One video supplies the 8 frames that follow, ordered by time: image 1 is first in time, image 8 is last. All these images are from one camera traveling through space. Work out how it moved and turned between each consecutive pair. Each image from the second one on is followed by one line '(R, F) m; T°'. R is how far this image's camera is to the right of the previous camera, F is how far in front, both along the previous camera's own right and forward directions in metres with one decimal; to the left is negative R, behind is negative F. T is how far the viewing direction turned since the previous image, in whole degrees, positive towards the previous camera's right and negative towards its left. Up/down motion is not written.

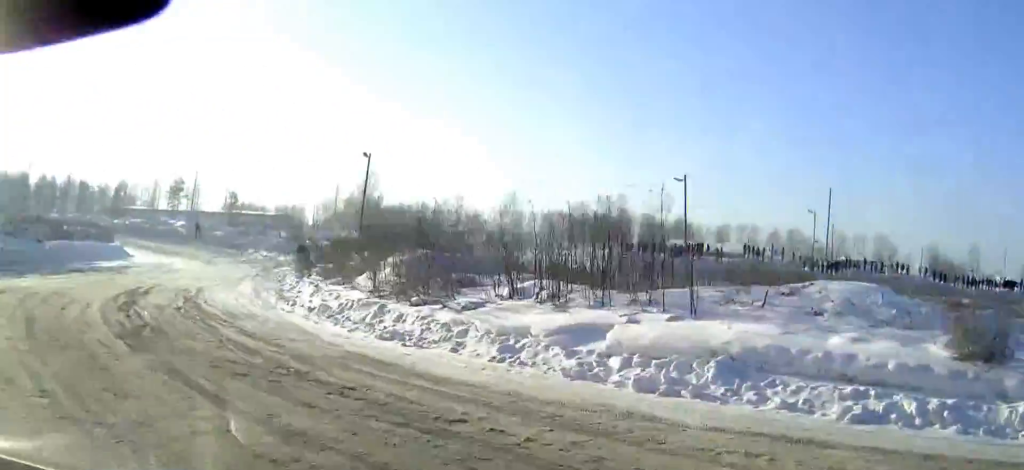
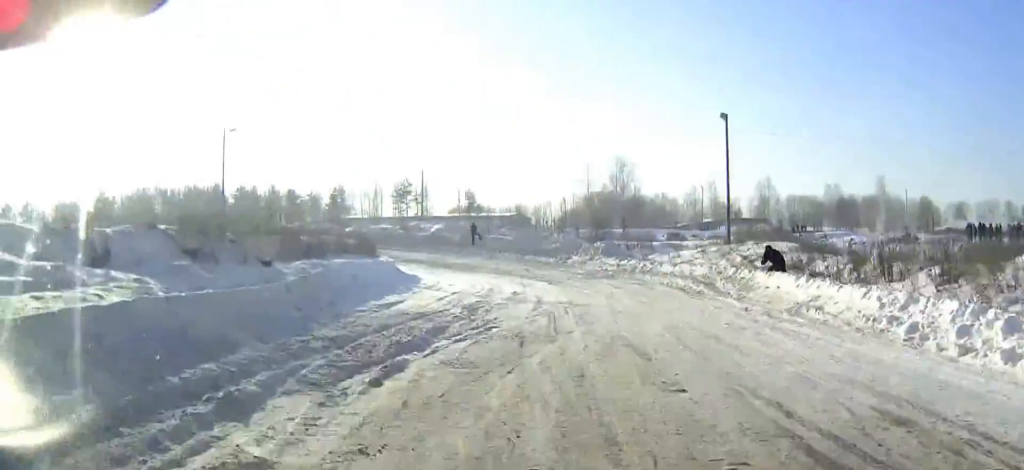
(+4.9, +17.9) m; +22°
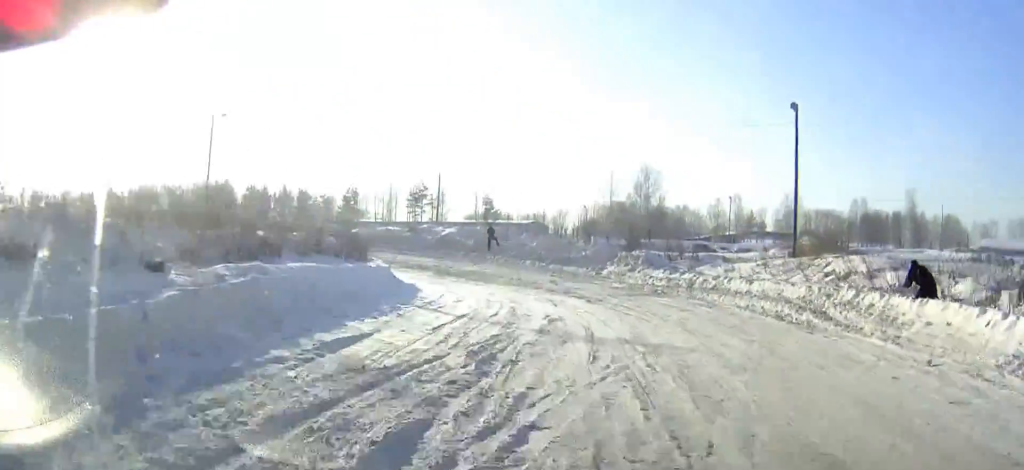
(+0.3, +7.0) m; -1°
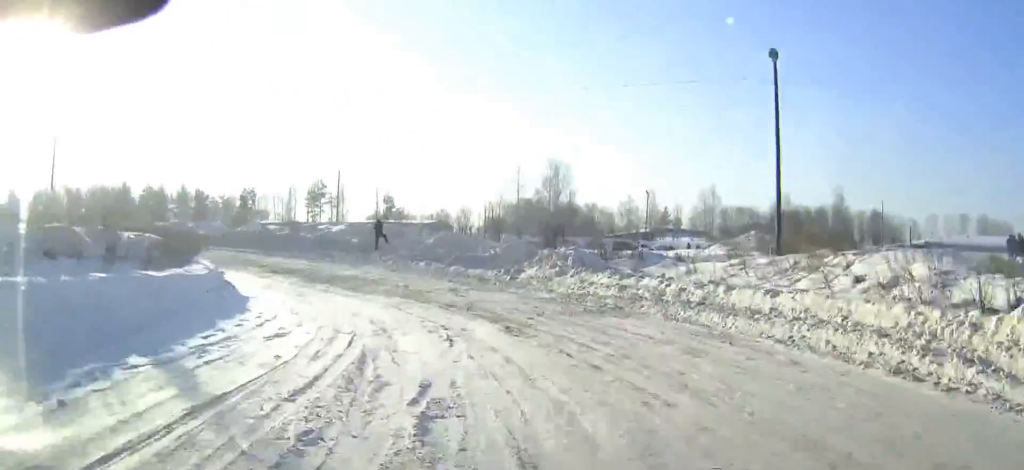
(+0.6, +8.6) m; -5°
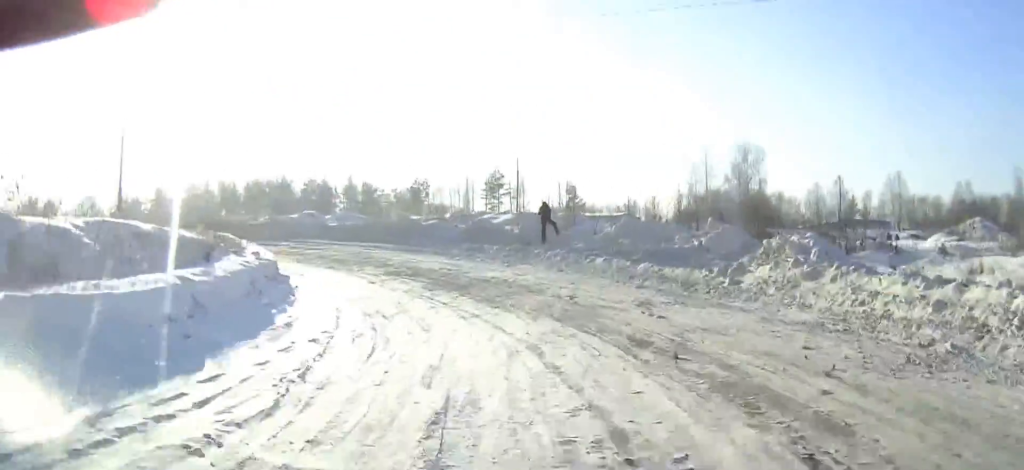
(-1.4, +9.0) m; -8°
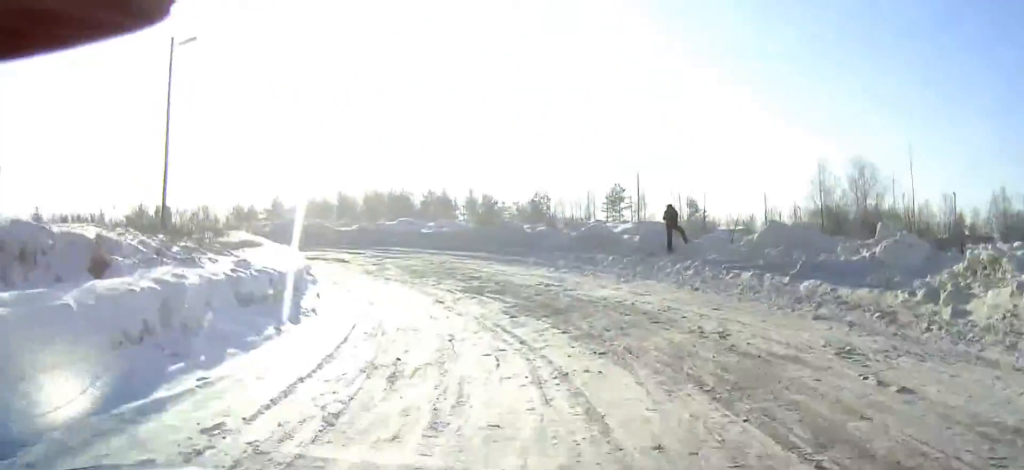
(-0.4, +6.9) m; -4°
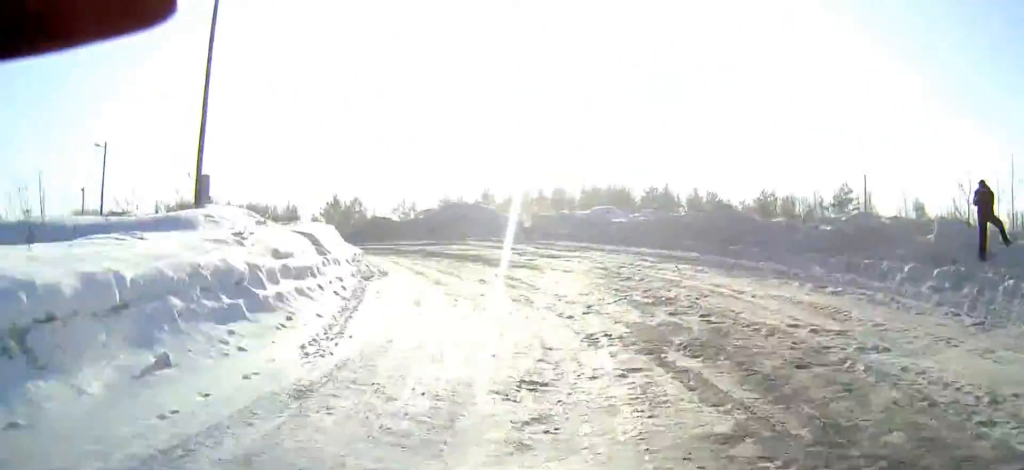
(-0.3, +10.8) m; -2°
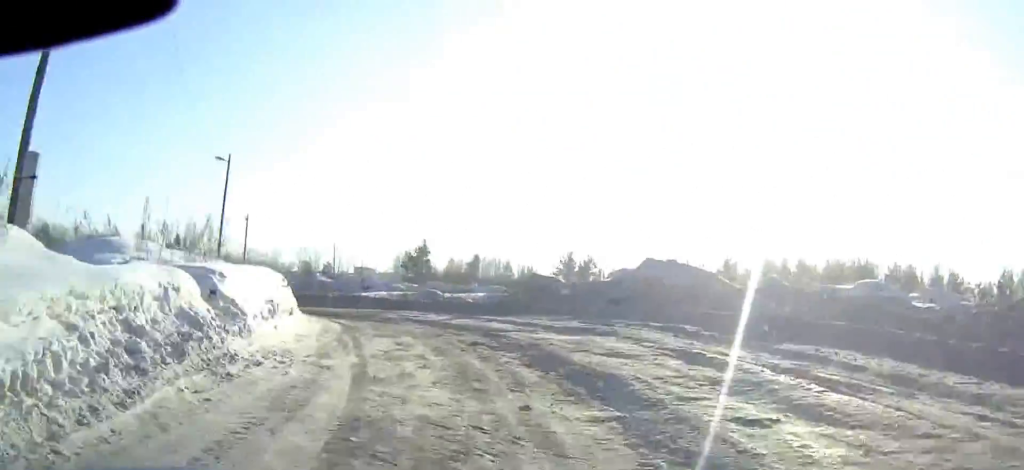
(-0.2, +14.3) m; -18°
